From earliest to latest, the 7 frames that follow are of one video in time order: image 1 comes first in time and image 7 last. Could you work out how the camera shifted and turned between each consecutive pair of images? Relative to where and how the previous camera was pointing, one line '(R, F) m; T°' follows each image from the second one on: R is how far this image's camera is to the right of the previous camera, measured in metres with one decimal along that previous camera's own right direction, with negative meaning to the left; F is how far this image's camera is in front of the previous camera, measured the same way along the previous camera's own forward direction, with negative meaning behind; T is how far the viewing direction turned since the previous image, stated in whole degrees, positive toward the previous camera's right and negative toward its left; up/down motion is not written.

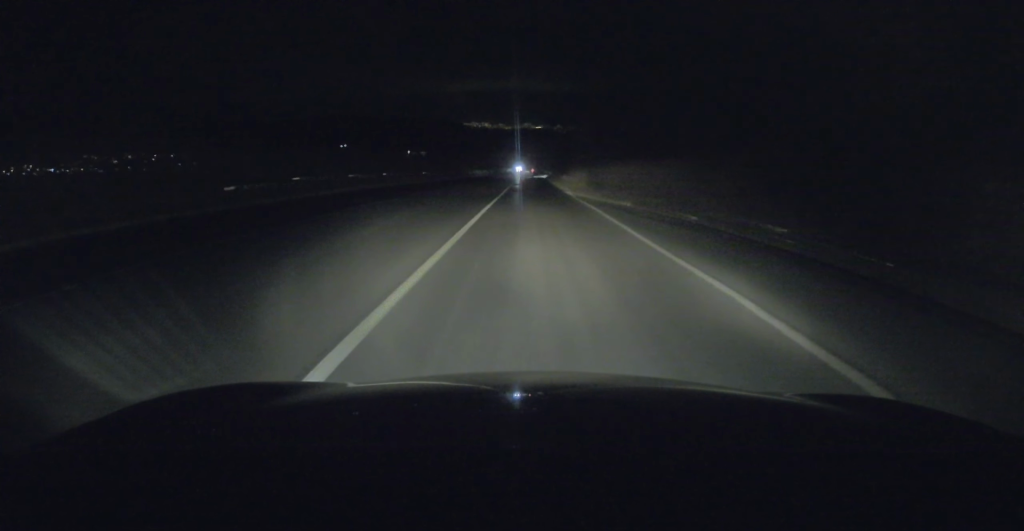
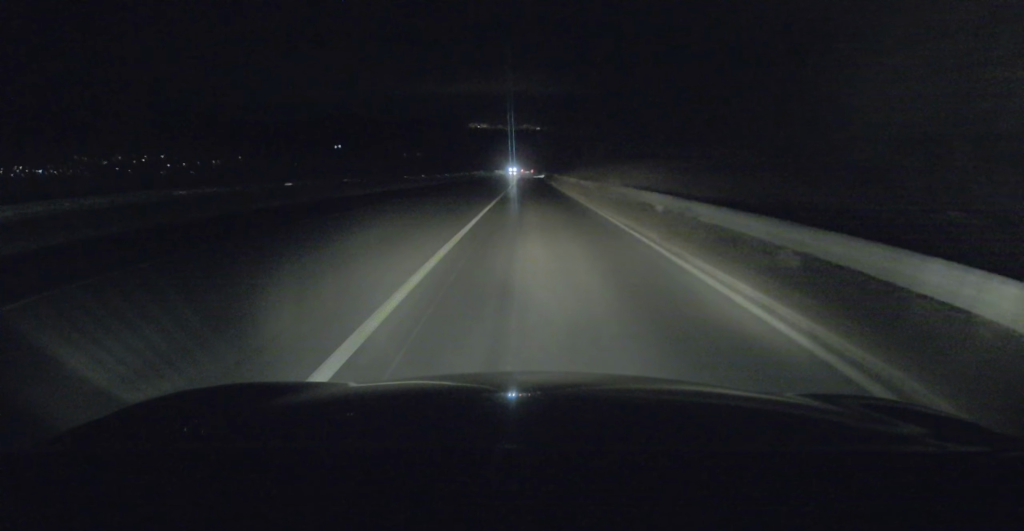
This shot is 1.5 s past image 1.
(+0.5, +40.9) m; +1°
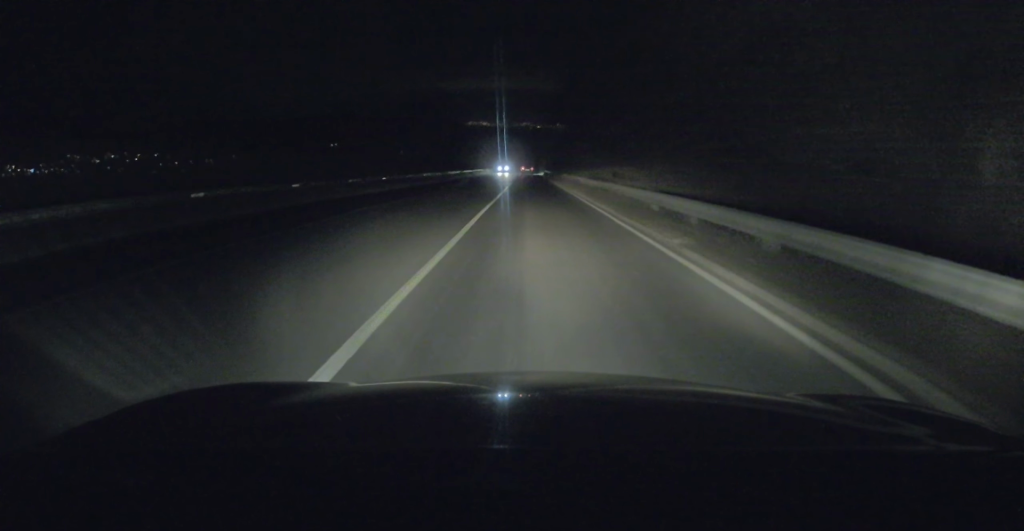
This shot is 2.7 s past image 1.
(0.0, +31.2) m; 0°
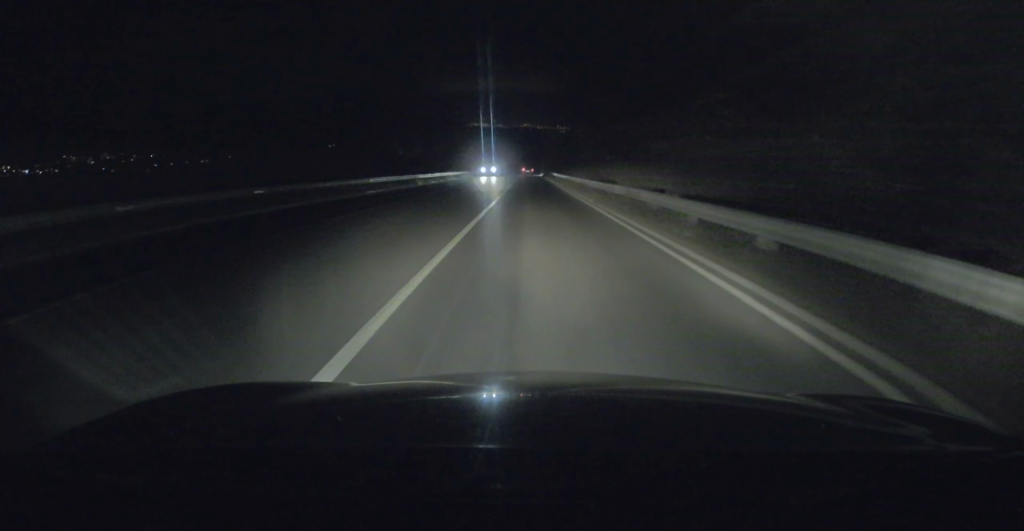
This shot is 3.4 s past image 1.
(0.0, +19.7) m; 0°
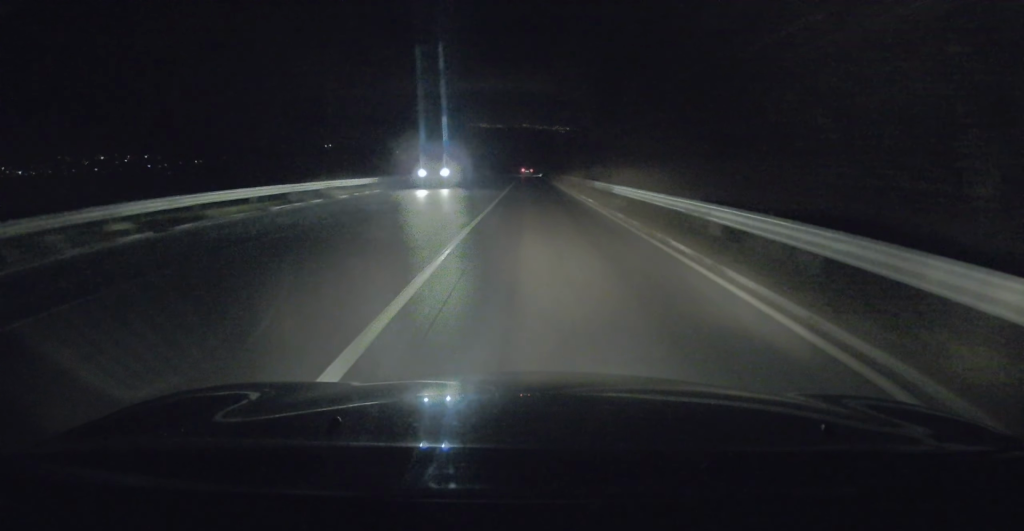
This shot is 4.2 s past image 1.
(0.0, +21.5) m; 0°
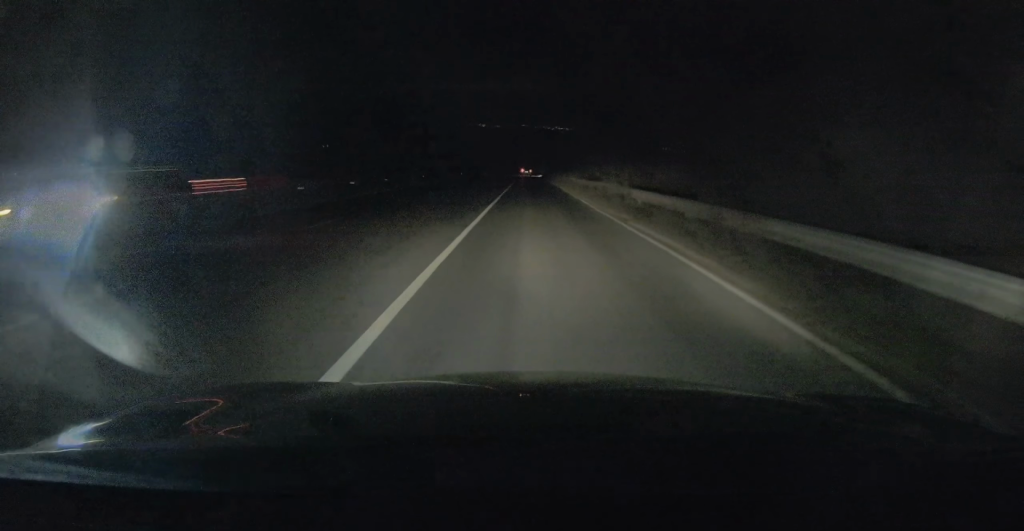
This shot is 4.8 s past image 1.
(+0.1, +14.3) m; 0°
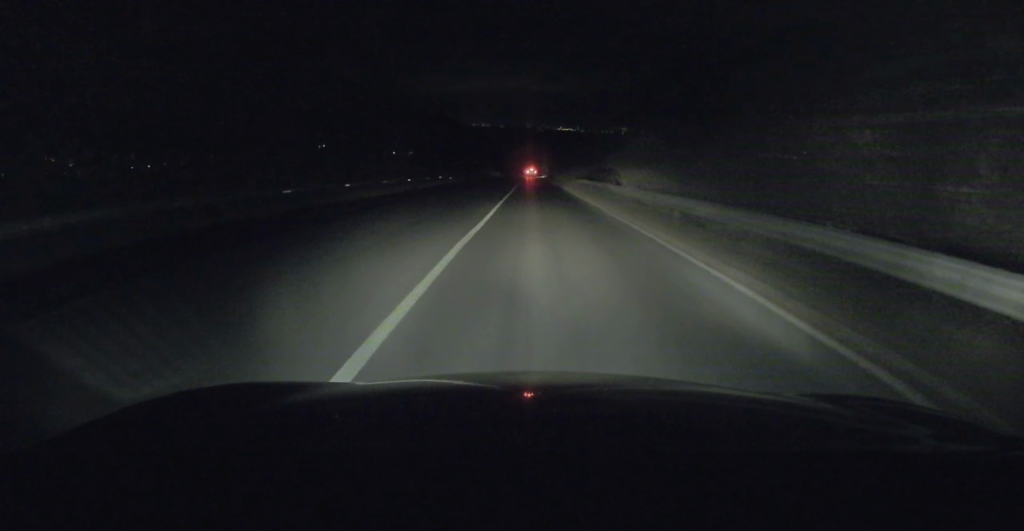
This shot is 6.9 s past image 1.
(-0.2, +58.2) m; 0°
